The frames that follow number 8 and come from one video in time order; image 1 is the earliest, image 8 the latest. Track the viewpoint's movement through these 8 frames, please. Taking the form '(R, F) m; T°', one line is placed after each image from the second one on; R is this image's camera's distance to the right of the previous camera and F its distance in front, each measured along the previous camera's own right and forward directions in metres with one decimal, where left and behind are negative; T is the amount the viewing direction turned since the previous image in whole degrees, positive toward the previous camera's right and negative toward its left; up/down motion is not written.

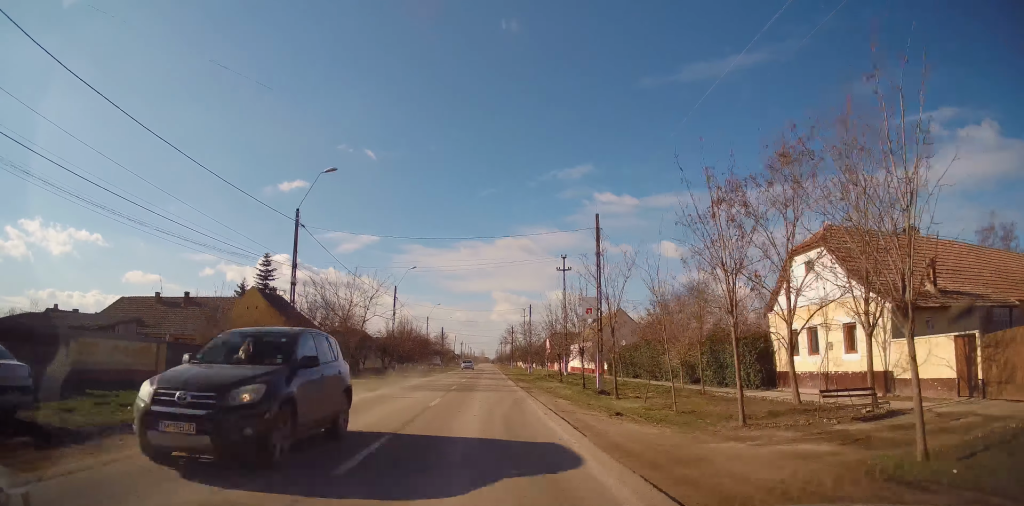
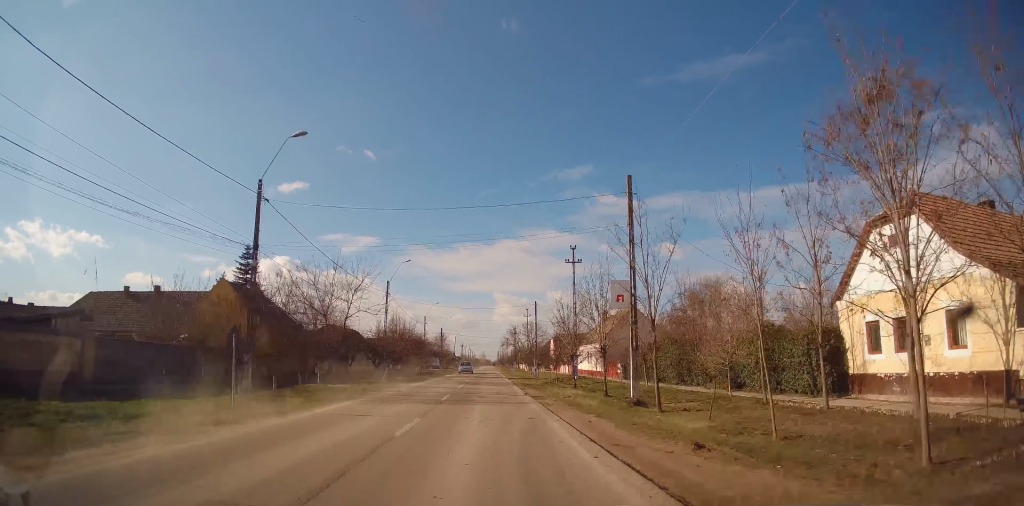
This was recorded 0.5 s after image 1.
(+0.1, +5.6) m; 0°
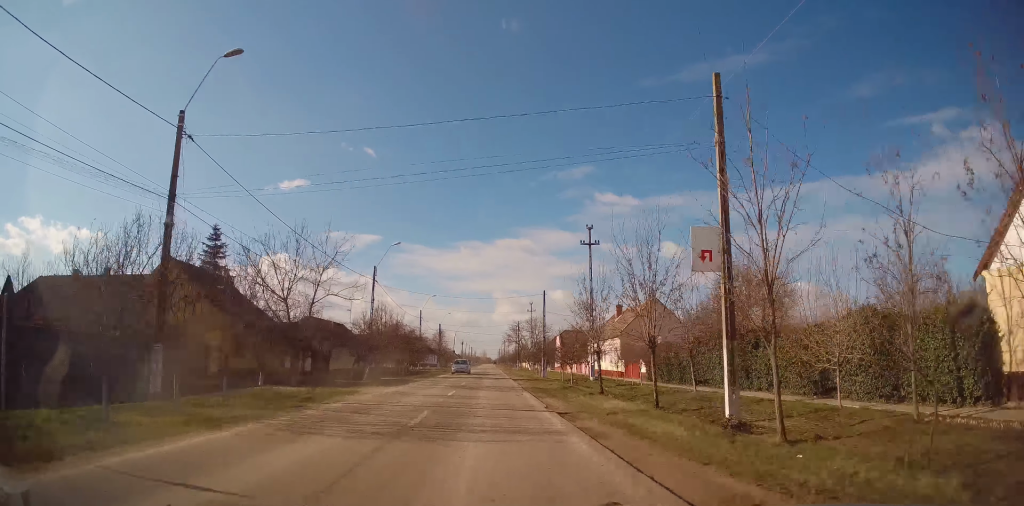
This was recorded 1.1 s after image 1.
(-0.1, +7.9) m; -1°
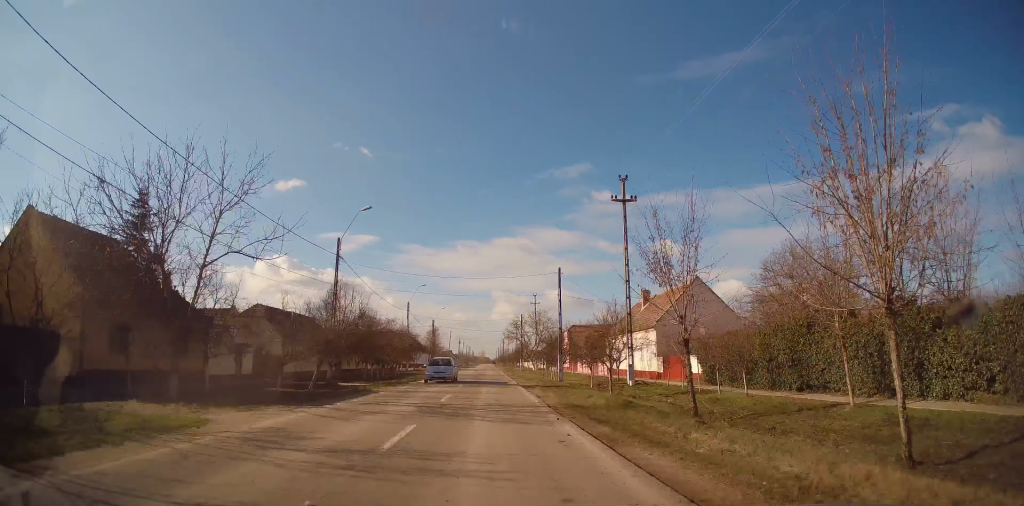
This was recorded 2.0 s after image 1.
(-0.2, +11.9) m; -1°
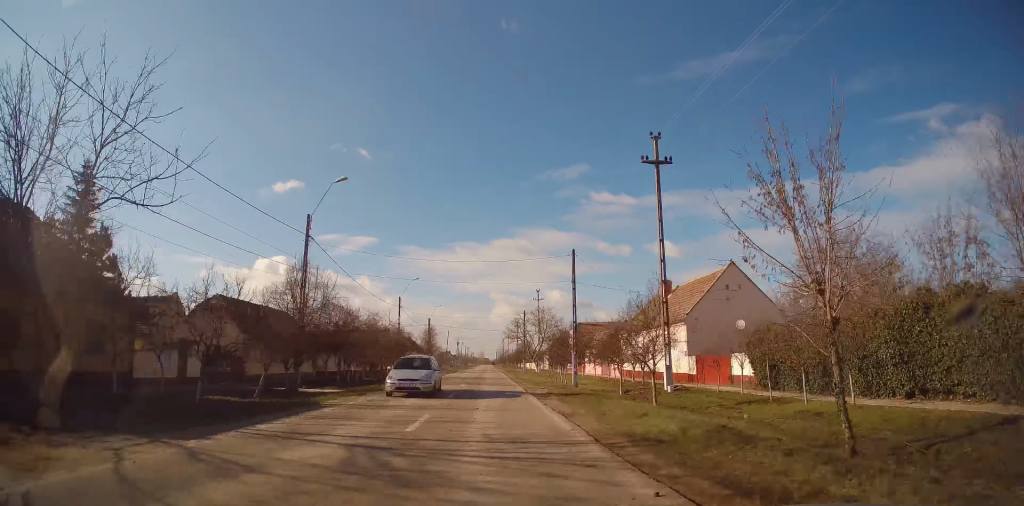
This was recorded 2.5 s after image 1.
(-0.1, +6.4) m; 0°
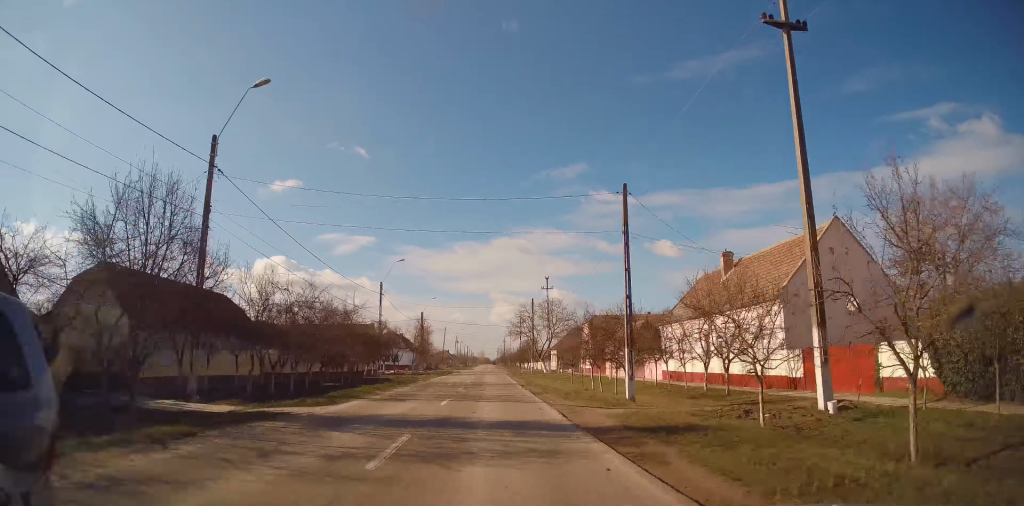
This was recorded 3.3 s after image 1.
(+0.2, +12.2) m; +2°
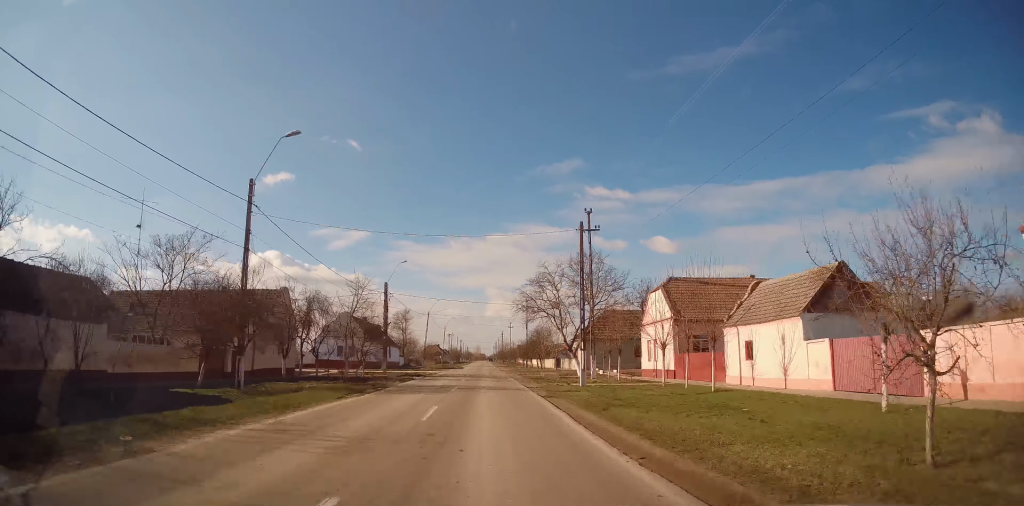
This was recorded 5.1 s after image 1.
(+0.6, +31.0) m; 0°
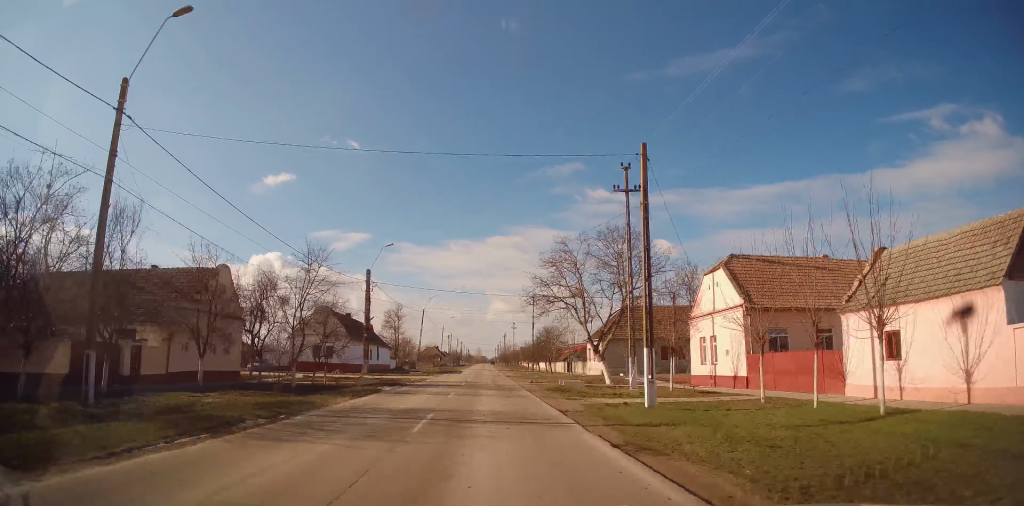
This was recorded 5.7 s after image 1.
(-0.1, +11.0) m; 0°
